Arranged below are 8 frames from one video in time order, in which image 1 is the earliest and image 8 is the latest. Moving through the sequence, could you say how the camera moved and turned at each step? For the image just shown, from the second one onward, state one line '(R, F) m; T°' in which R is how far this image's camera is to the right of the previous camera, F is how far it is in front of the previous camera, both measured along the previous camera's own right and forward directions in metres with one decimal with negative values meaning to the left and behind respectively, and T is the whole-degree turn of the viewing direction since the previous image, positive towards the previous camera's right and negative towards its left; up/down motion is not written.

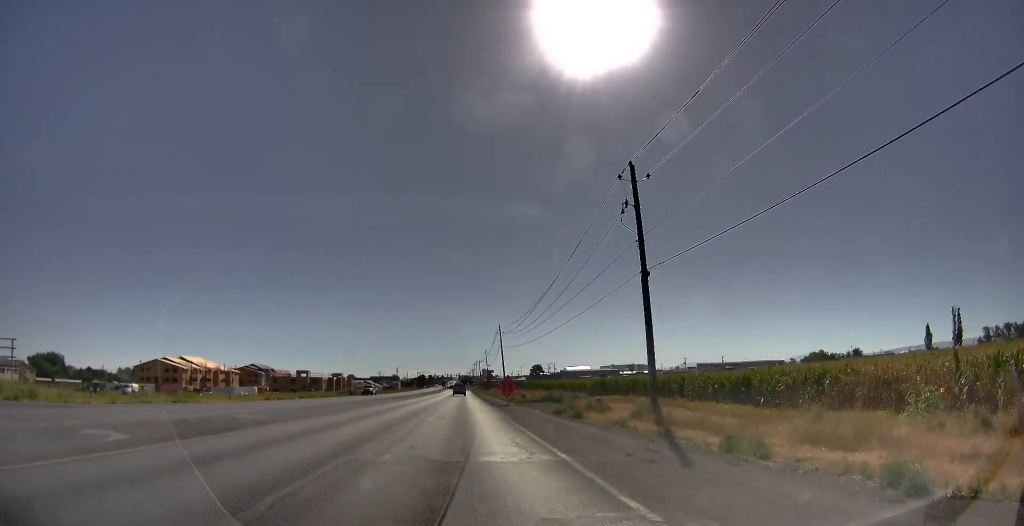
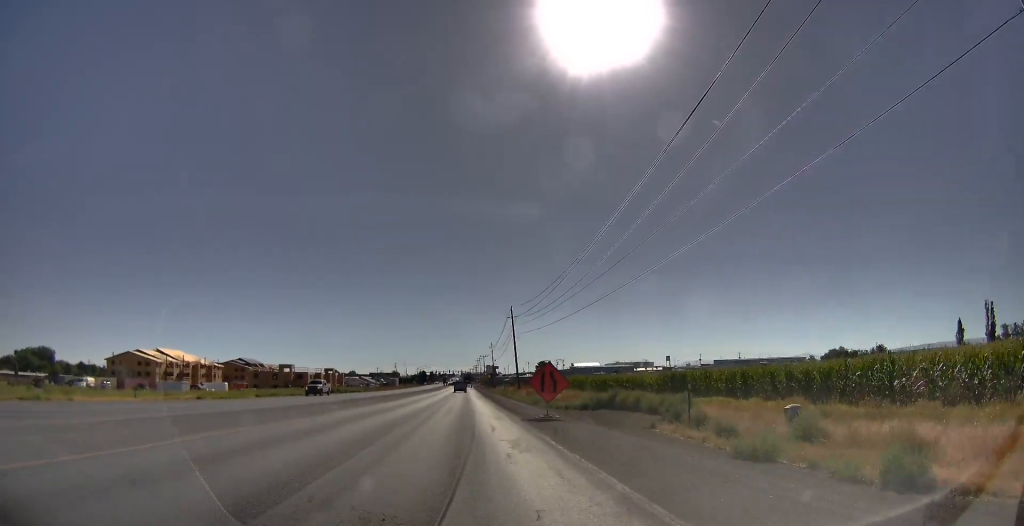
(0.0, +19.0) m; 0°
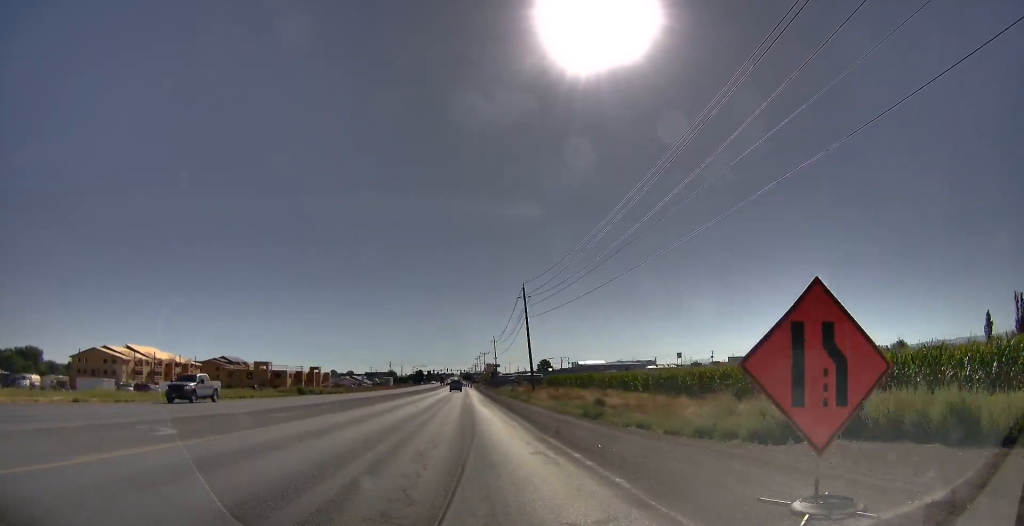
(-0.2, +17.9) m; -3°
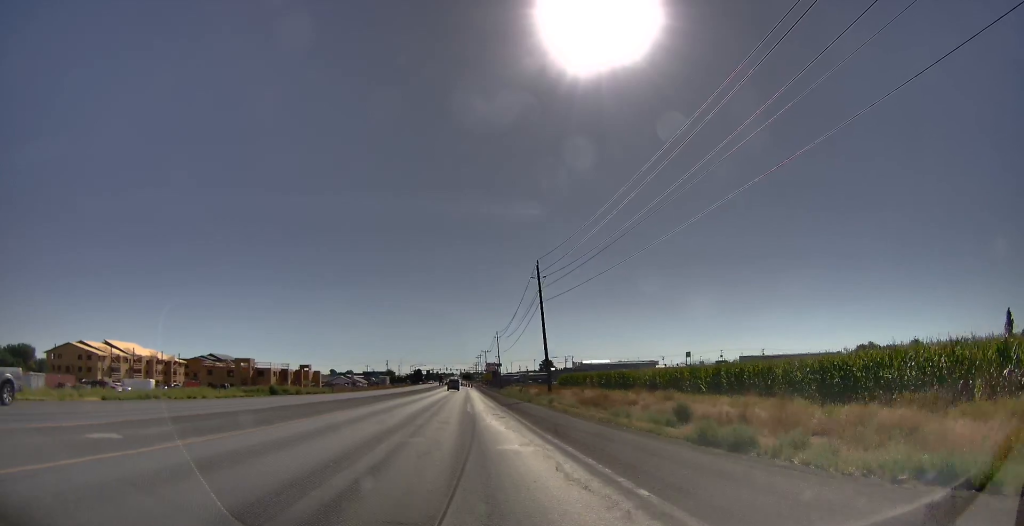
(-0.5, +11.3) m; -1°
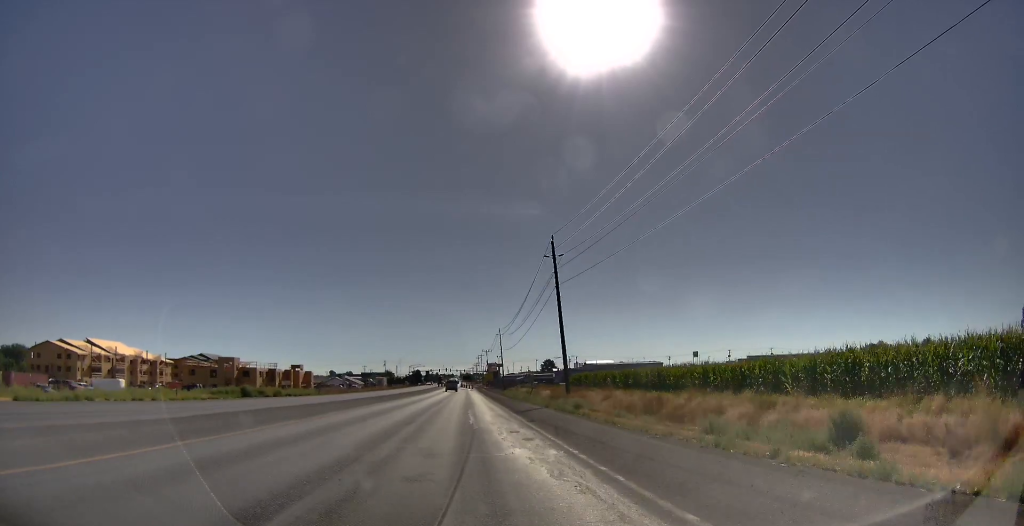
(+0.1, +8.0) m; +1°
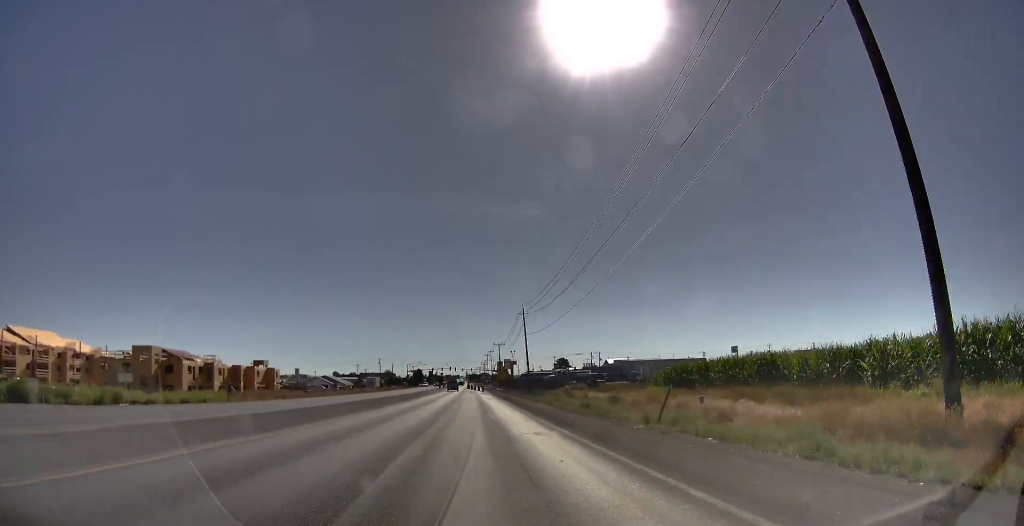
(+1.2, +31.2) m; +3°
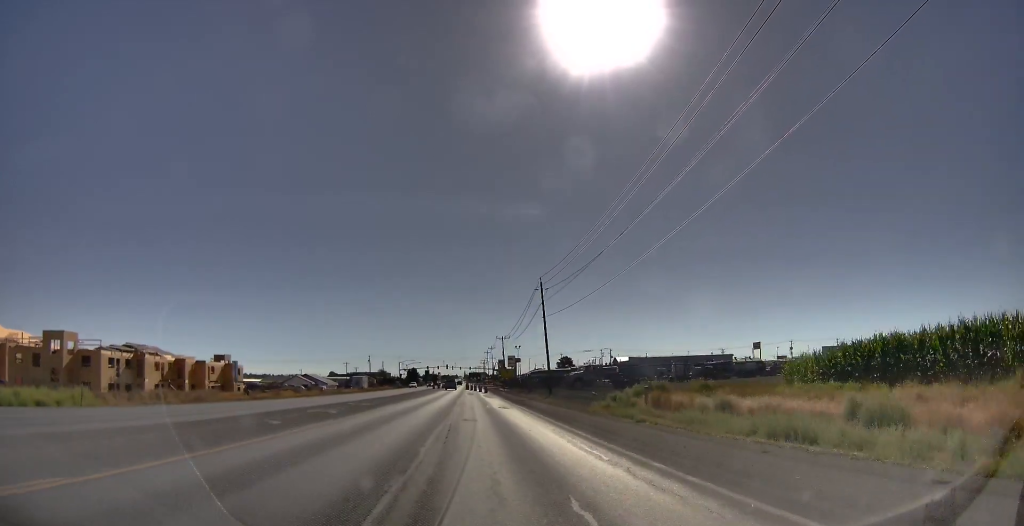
(0.0, +21.5) m; 0°
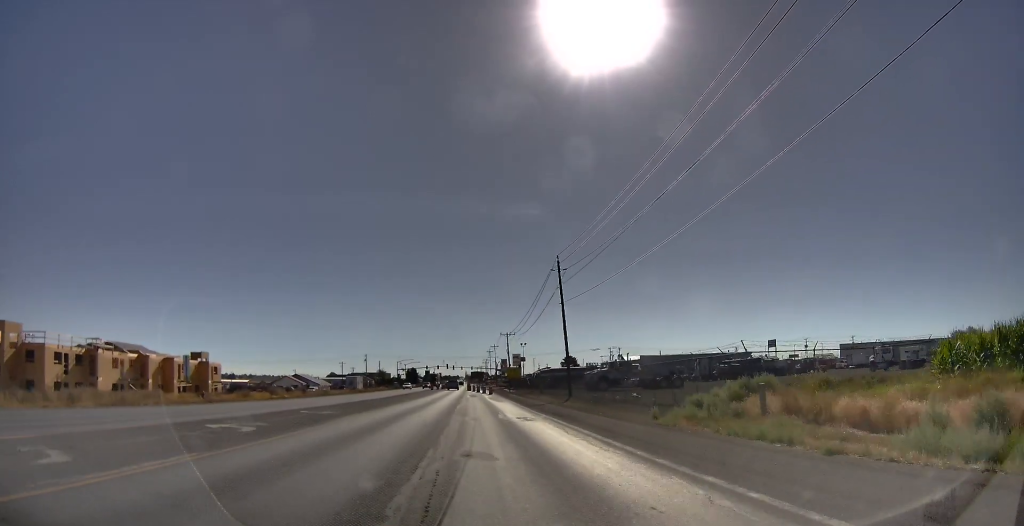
(0.0, +12.5) m; 0°
